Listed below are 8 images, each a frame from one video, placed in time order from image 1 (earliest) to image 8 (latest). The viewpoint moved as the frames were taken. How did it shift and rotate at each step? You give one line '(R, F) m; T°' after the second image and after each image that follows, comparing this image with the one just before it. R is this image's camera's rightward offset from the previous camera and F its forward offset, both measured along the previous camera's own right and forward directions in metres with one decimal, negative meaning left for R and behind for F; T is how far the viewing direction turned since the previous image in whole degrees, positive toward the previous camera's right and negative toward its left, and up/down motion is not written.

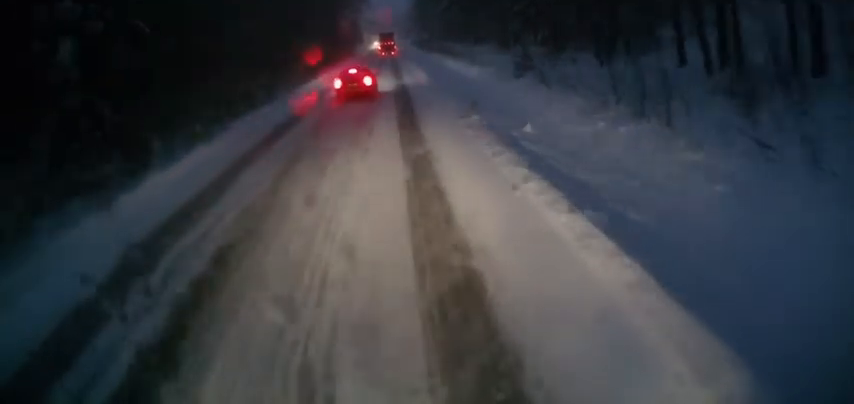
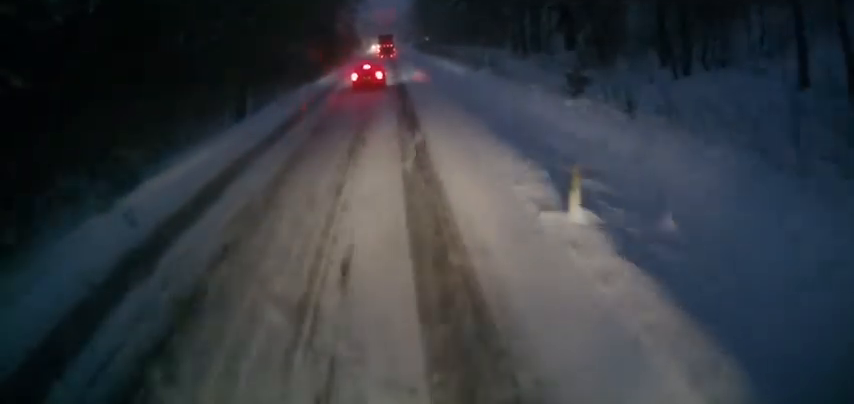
(0.0, +8.0) m; 0°
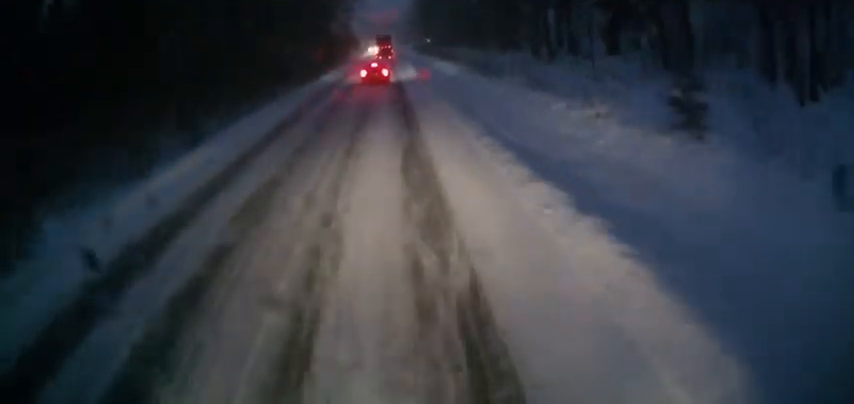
(0.0, +7.7) m; 0°
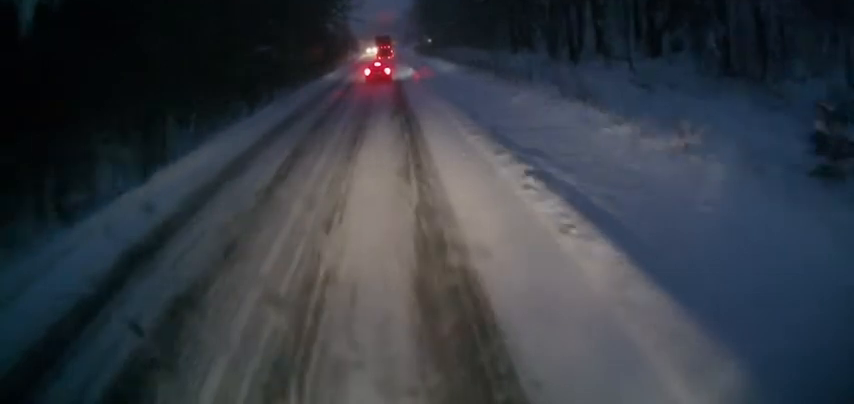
(0.0, +5.5) m; 0°
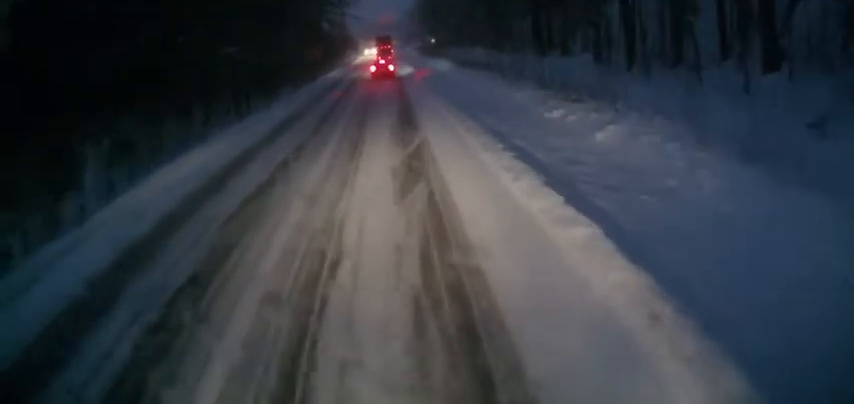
(+0.1, +8.6) m; 0°
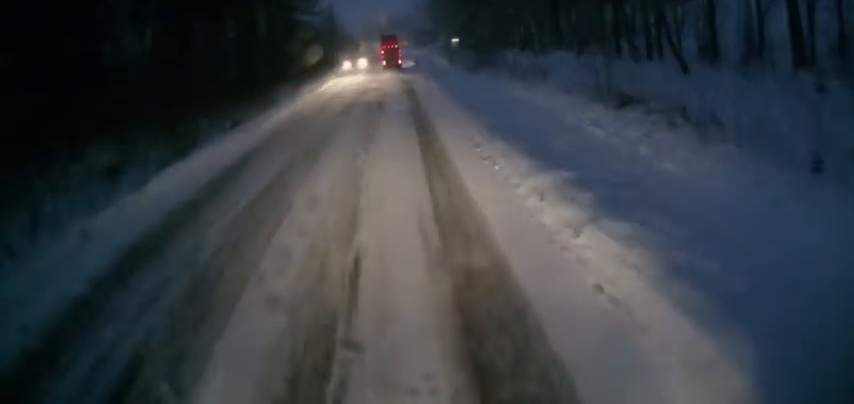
(-0.2, +33.0) m; 0°
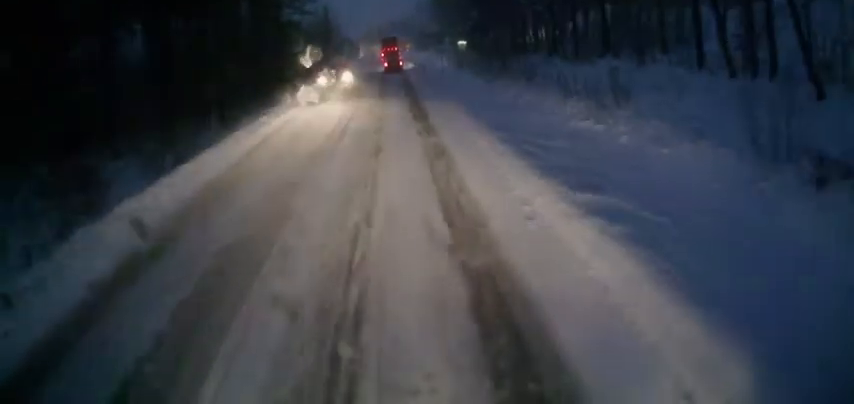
(0.0, +9.3) m; -1°
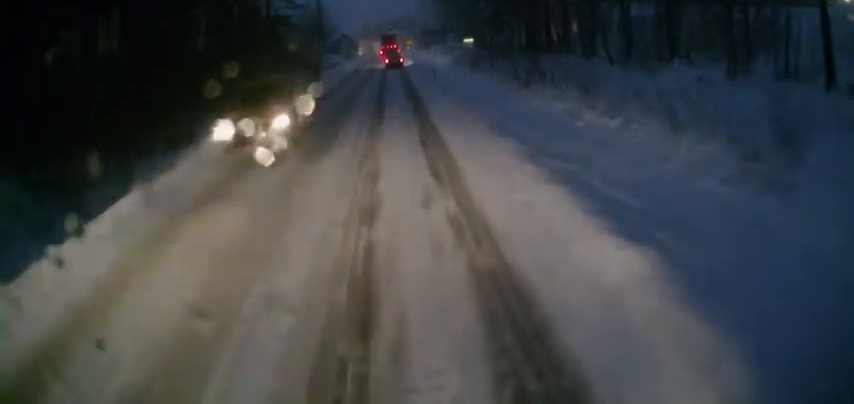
(-0.2, +8.8) m; -1°
